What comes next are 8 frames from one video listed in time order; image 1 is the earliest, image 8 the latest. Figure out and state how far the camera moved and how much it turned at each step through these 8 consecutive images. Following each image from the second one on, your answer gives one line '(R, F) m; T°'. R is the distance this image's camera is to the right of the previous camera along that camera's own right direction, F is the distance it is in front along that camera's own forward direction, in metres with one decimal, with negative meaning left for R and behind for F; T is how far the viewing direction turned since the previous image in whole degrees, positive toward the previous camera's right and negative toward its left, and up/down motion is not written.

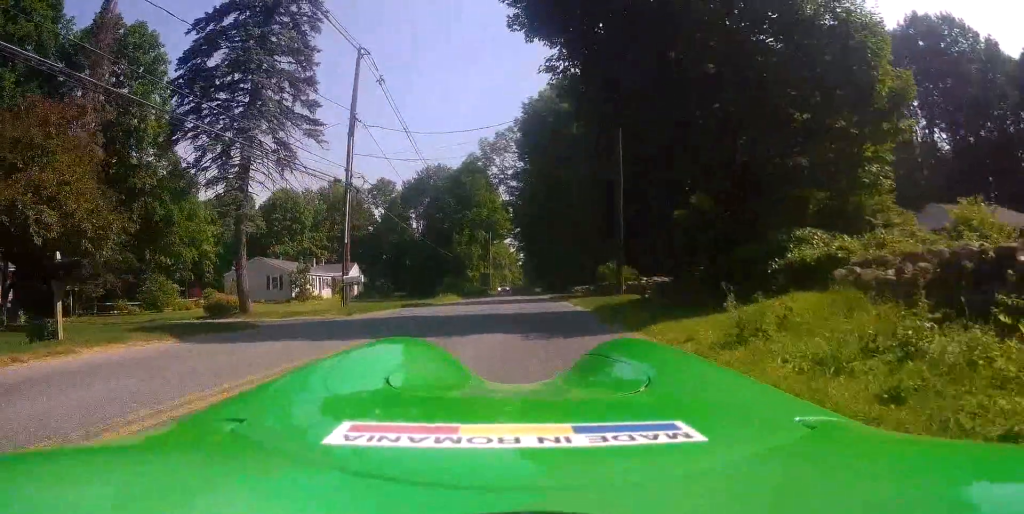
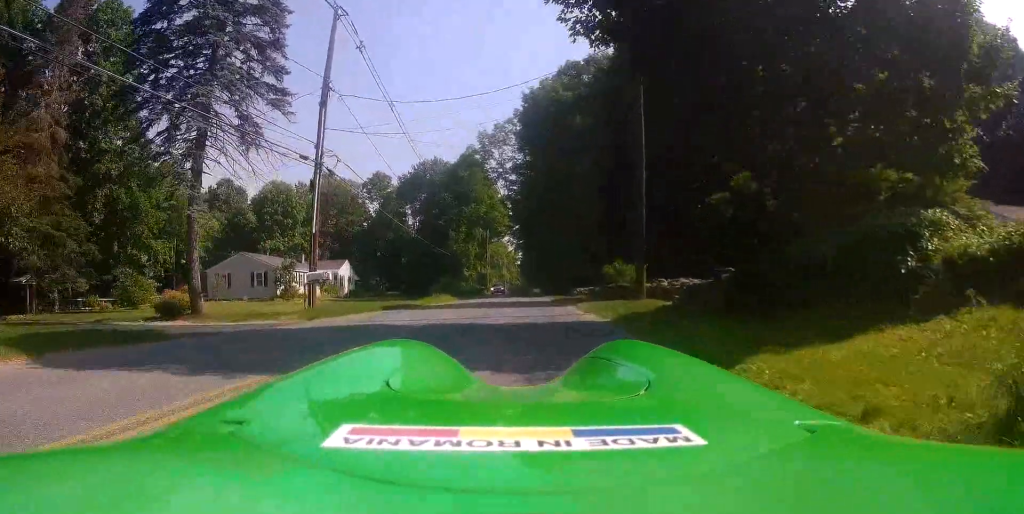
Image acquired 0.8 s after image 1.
(-0.2, +2.7) m; 0°
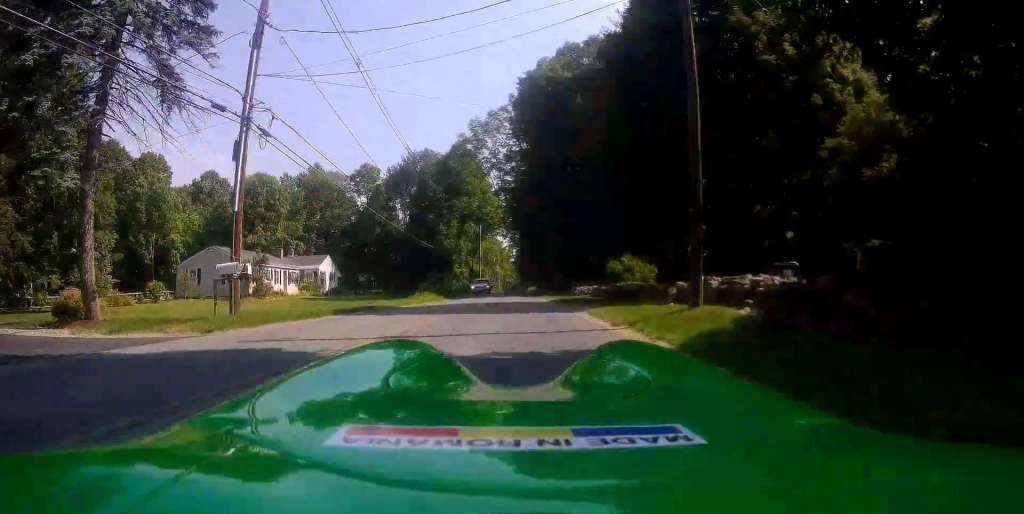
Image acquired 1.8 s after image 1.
(+0.1, +5.4) m; 0°
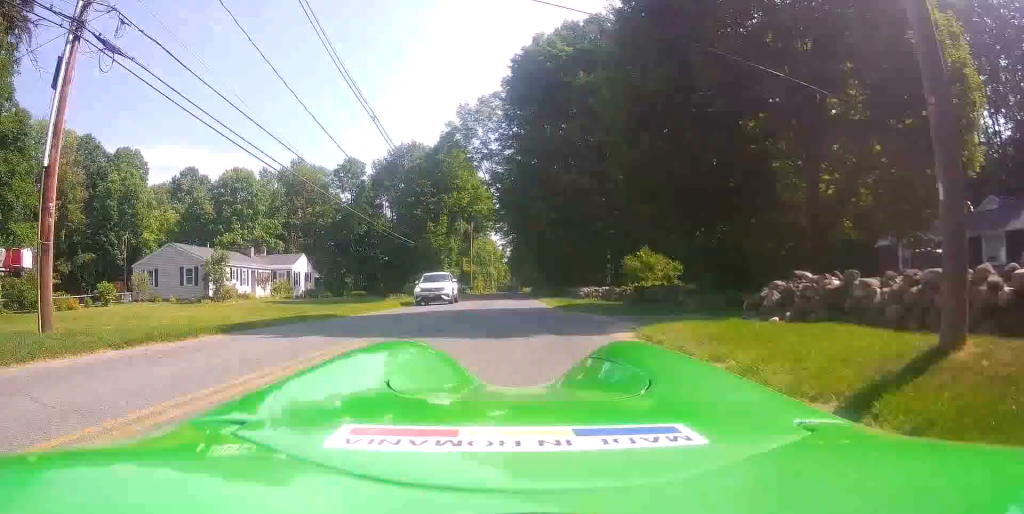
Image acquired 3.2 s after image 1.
(0.0, +7.3) m; +4°
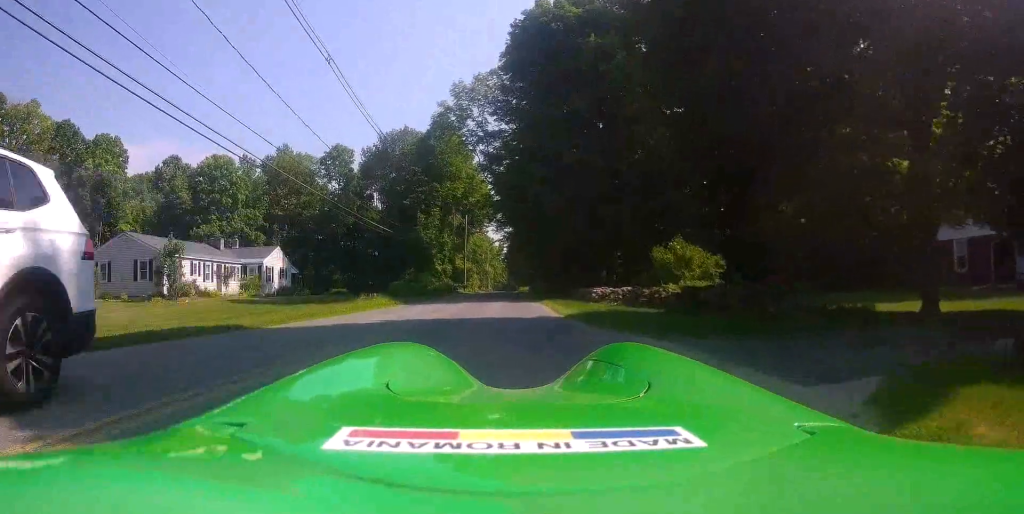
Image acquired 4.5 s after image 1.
(+0.1, +6.7) m; 0°
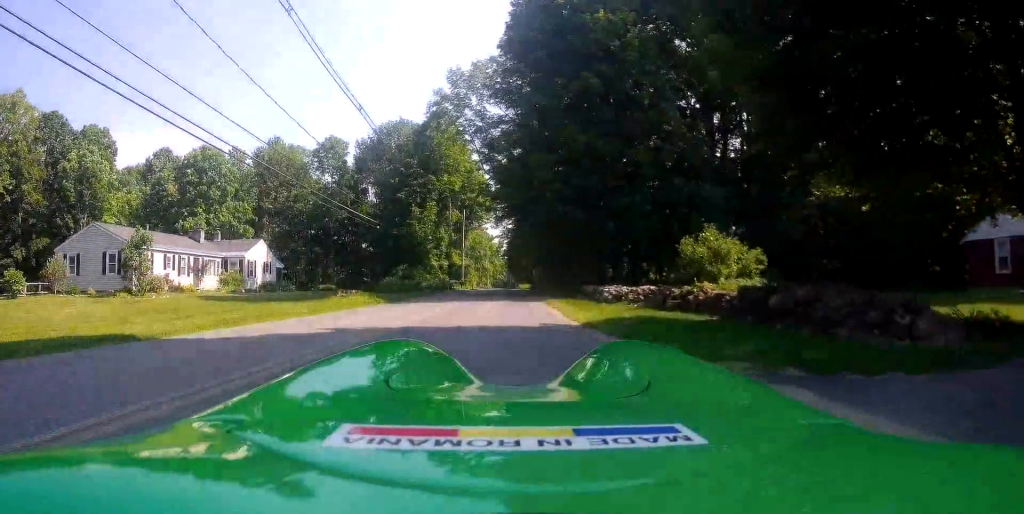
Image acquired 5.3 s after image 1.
(-0.1, +3.9) m; 0°
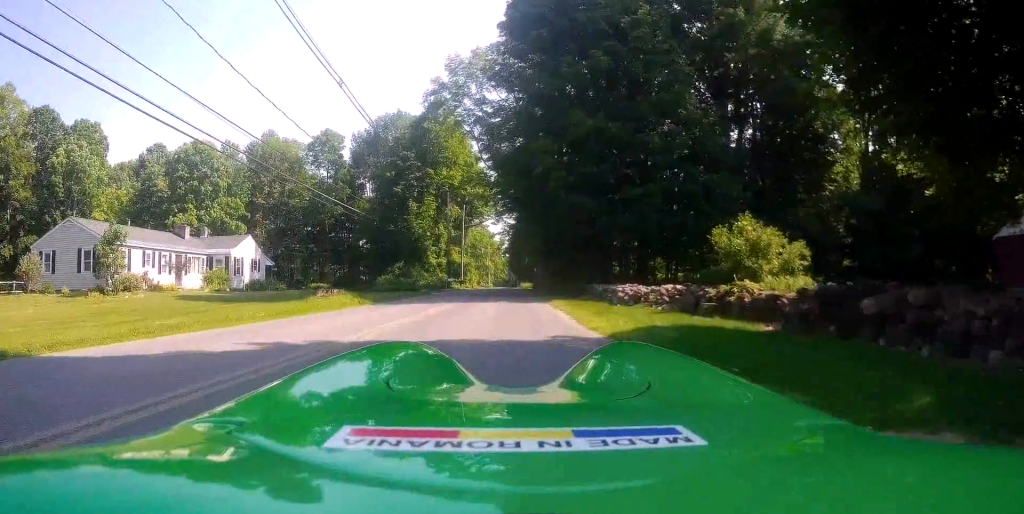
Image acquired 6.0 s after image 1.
(+0.4, +3.1) m; 0°
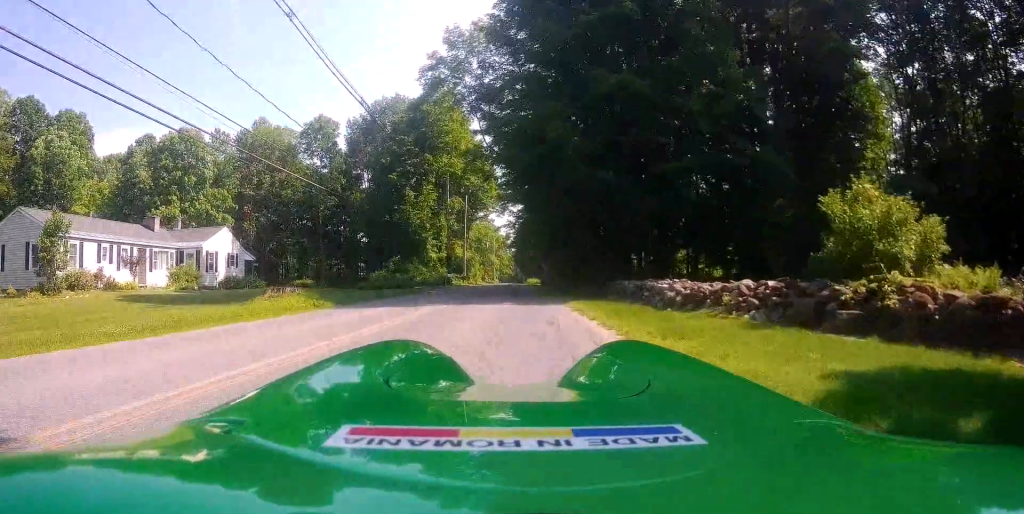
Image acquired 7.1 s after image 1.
(-0.6, +5.8) m; -2°
